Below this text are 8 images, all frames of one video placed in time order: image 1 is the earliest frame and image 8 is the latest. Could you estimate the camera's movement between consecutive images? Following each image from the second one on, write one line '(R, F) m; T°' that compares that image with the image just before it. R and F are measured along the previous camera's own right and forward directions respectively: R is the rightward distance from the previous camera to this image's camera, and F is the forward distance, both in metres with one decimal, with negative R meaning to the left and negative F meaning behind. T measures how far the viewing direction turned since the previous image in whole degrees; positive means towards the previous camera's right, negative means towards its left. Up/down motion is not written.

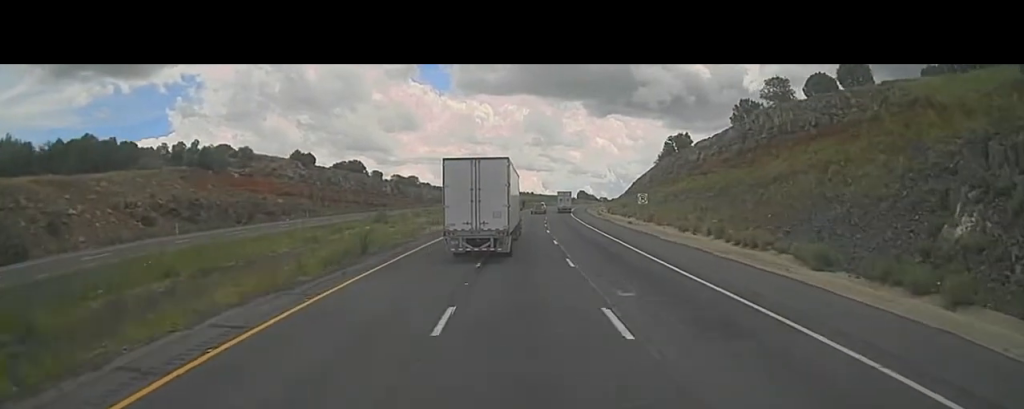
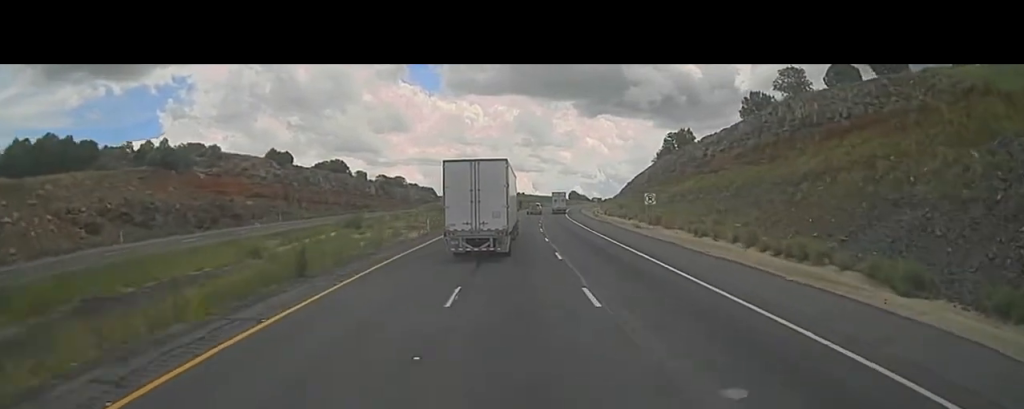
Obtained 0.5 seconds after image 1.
(-0.1, +8.7) m; +1°
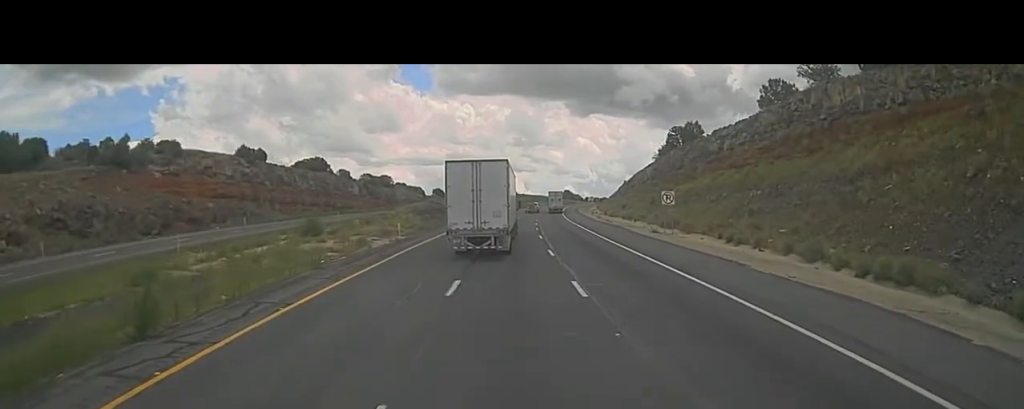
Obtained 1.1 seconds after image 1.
(+0.3, +10.5) m; +1°
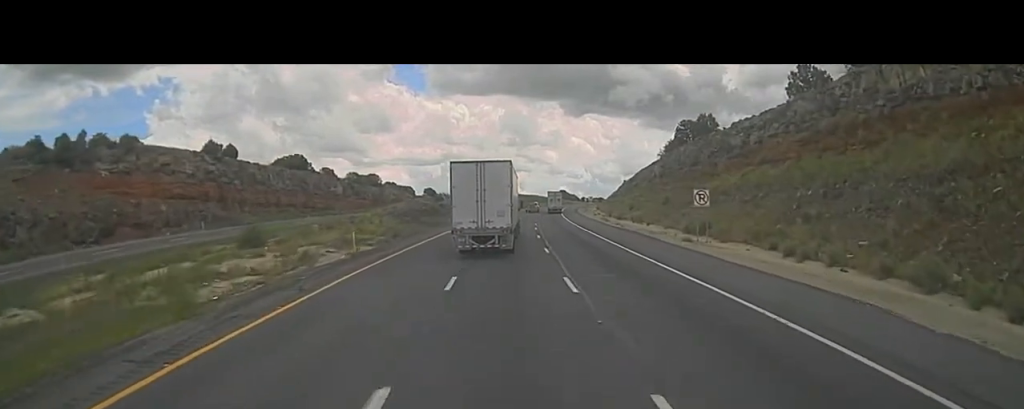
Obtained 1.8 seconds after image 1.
(+0.2, +11.6) m; +1°
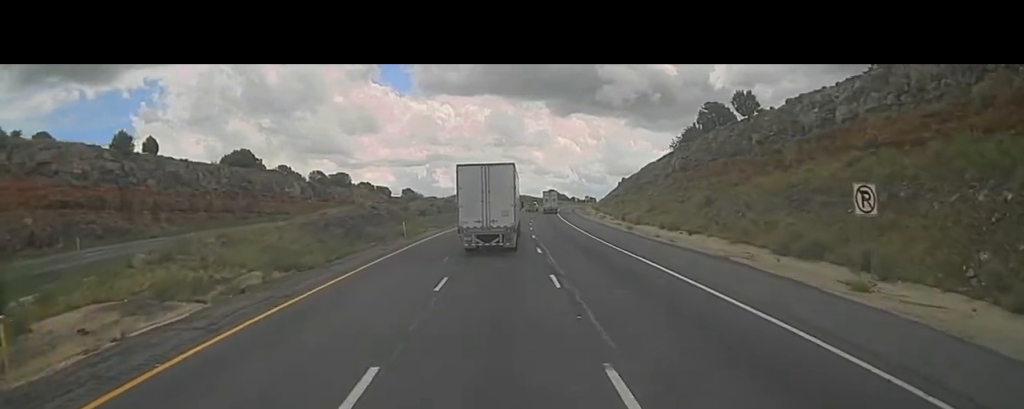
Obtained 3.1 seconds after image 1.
(+0.5, +23.3) m; +1°
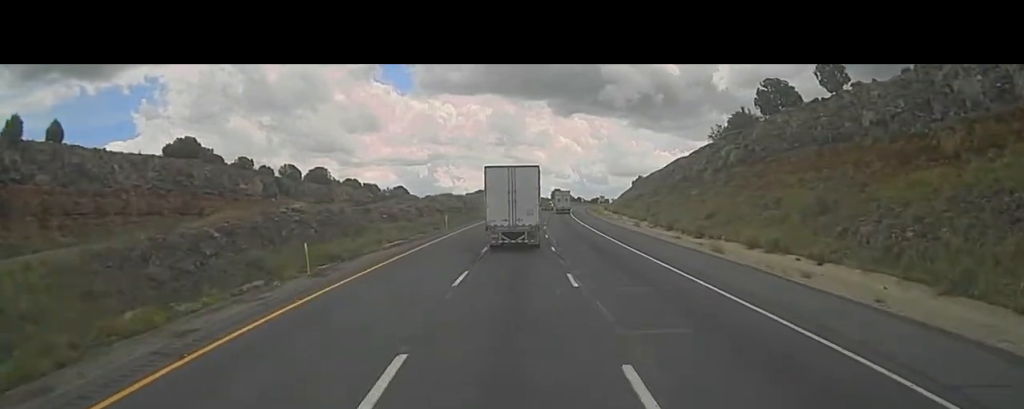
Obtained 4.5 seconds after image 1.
(-0.3, +23.8) m; 0°
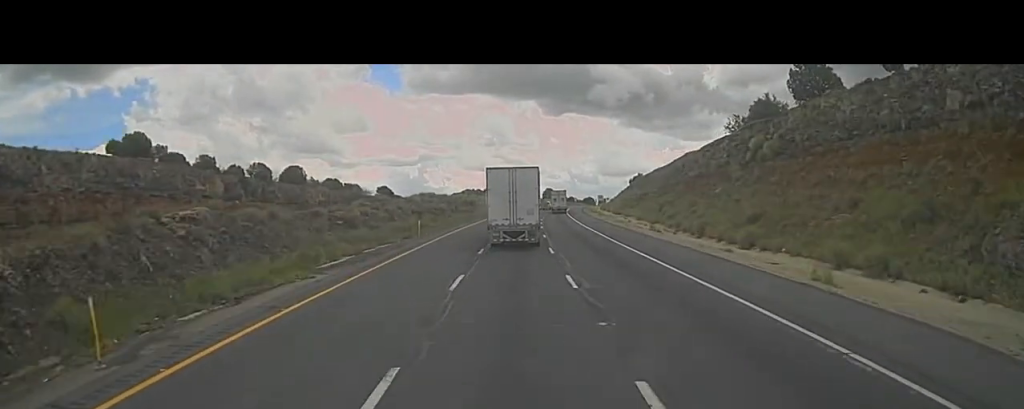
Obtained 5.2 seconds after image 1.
(+0.3, +12.8) m; 0°
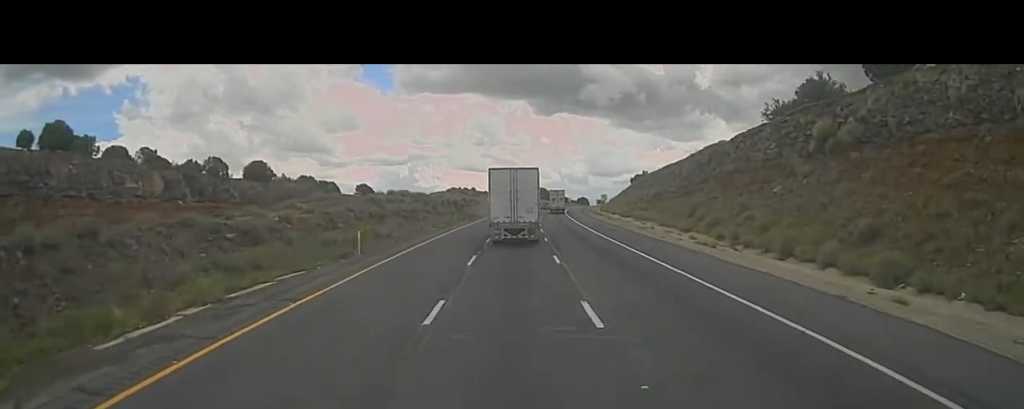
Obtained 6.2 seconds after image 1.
(-0.1, +17.0) m; 0°
